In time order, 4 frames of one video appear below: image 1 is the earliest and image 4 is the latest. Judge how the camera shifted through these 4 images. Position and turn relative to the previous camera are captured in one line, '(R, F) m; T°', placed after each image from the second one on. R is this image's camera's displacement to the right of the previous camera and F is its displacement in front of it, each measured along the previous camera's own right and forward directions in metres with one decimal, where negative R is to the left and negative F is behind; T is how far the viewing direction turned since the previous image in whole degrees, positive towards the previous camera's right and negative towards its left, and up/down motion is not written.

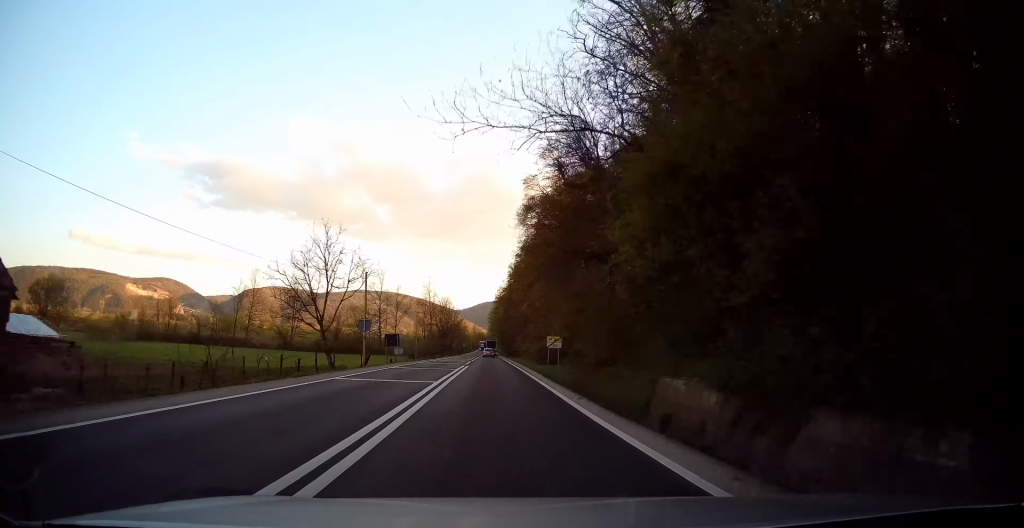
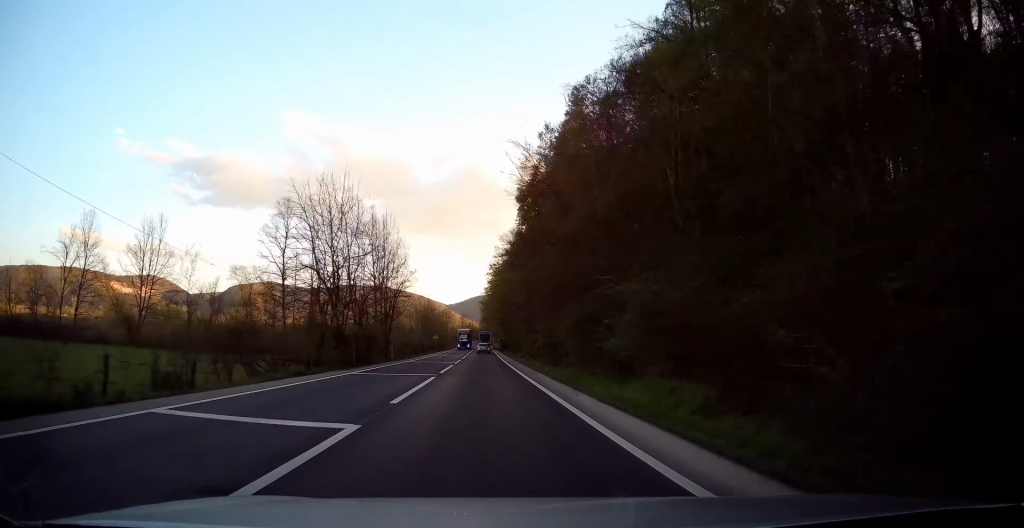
(-0.6, +64.0) m; 0°
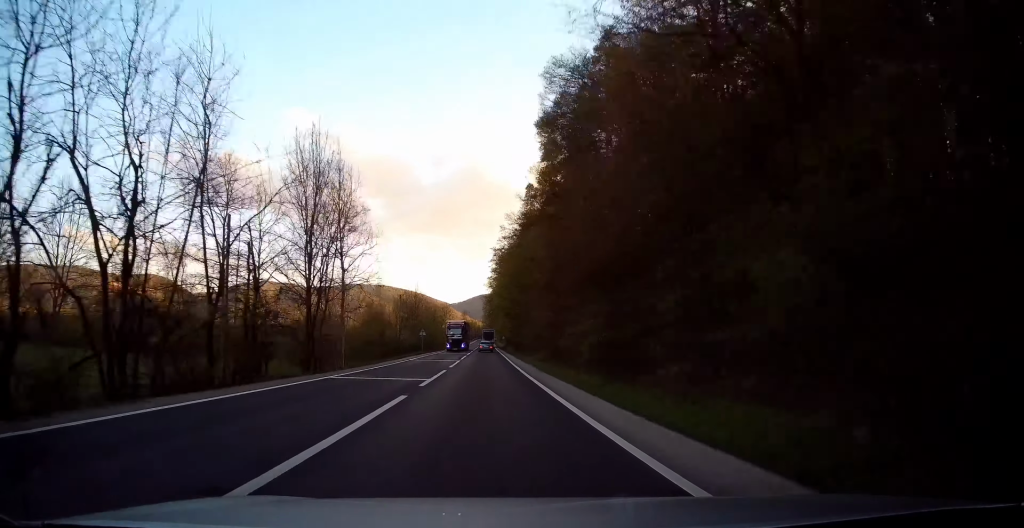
(+0.3, +20.2) m; 0°
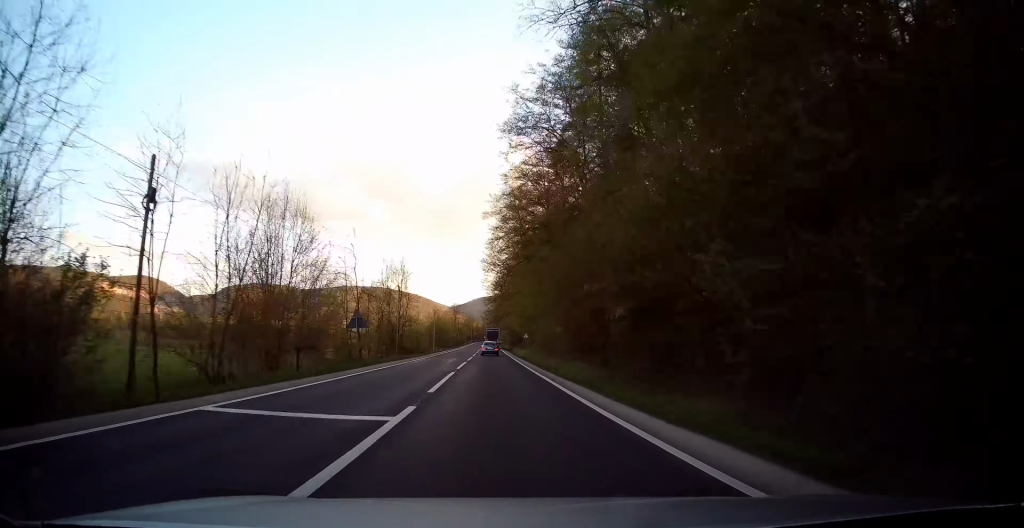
(-0.8, +76.6) m; -1°
